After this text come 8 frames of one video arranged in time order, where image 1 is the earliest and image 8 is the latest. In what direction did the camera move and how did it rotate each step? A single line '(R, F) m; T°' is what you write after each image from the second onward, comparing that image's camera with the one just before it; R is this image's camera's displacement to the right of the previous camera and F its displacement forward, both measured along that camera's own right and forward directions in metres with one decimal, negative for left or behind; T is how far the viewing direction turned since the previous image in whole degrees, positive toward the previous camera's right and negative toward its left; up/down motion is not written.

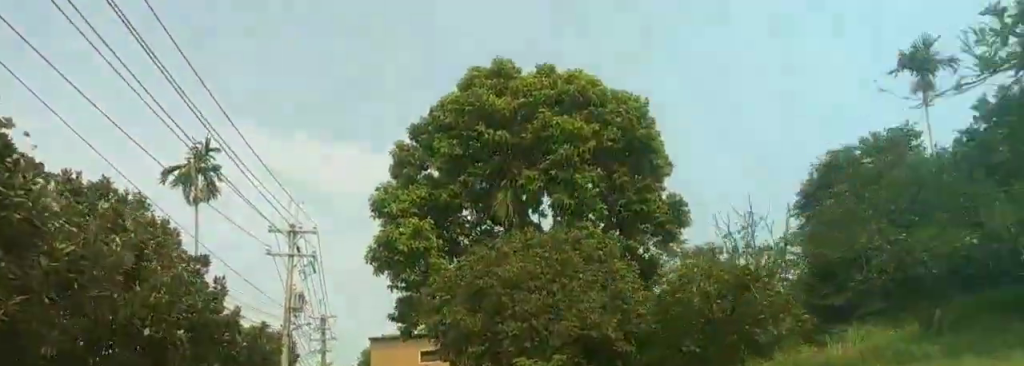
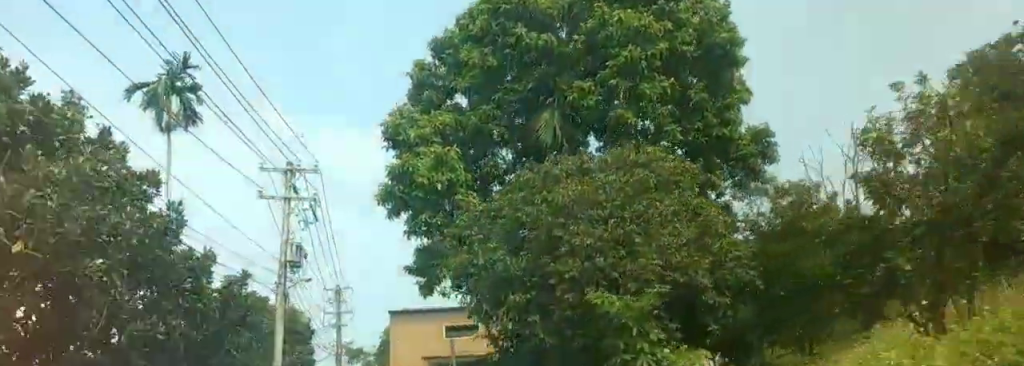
(-0.4, +4.8) m; -4°
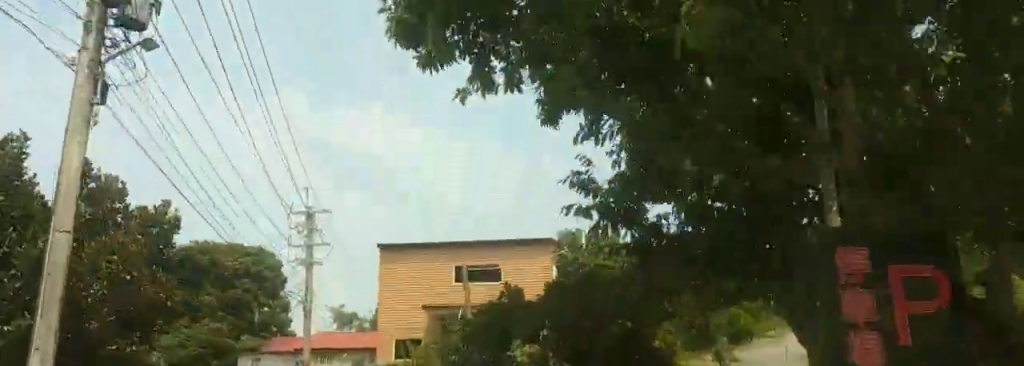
(-0.3, +12.0) m; -2°
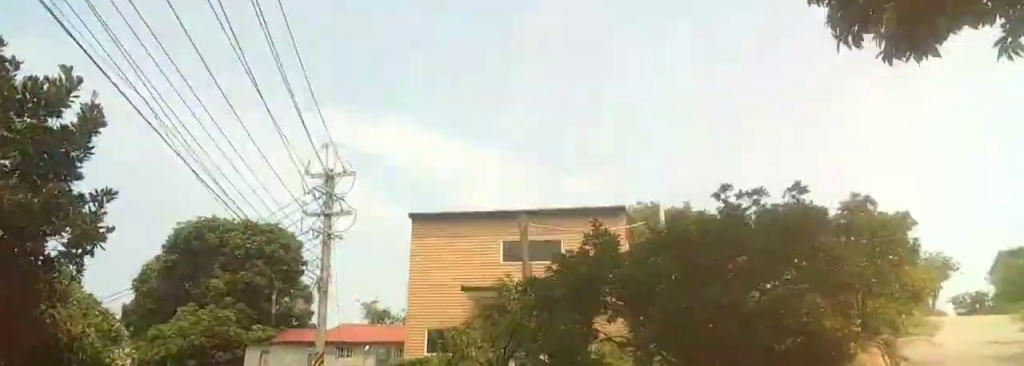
(0.0, +6.5) m; 0°
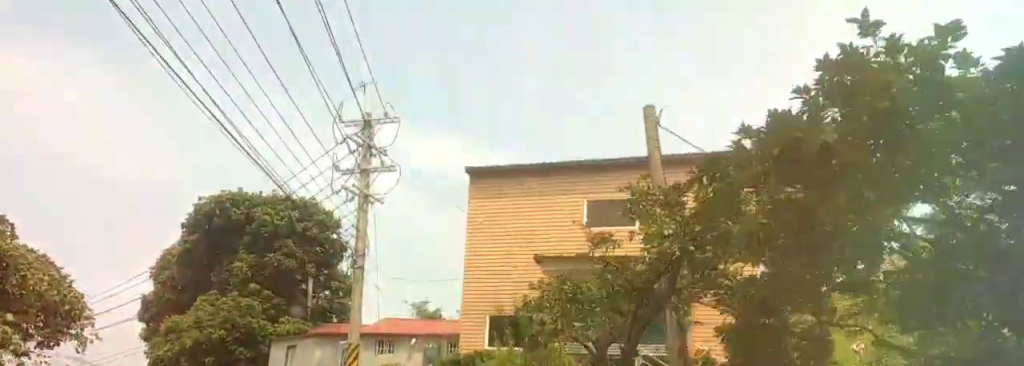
(0.0, +6.7) m; 0°
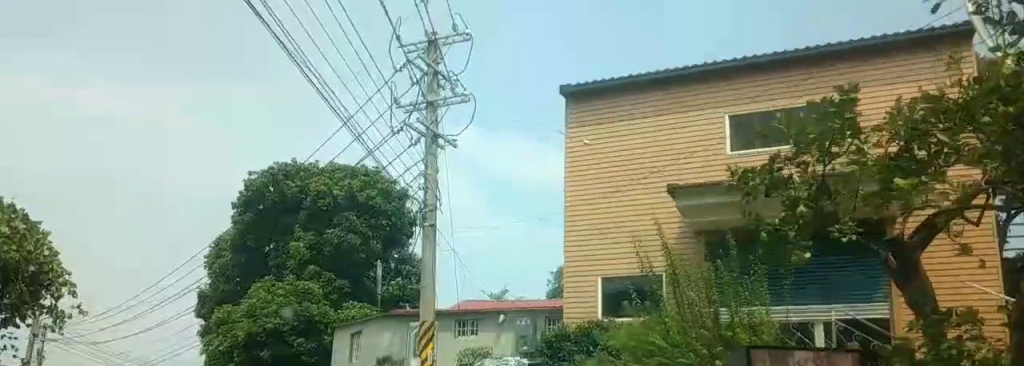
(0.0, +5.8) m; 0°
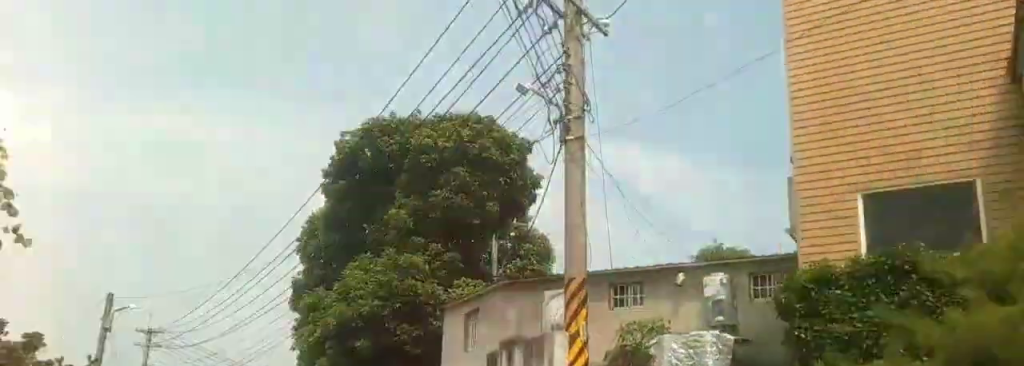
(0.0, +5.9) m; -3°
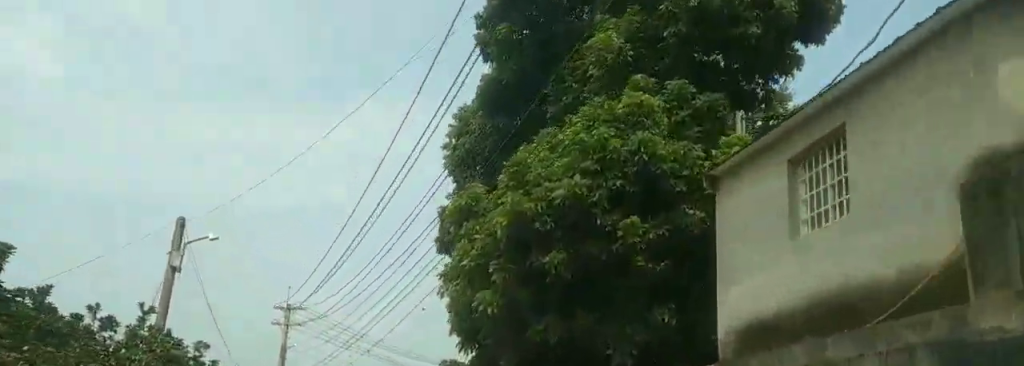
(-1.0, +10.1) m; -16°
